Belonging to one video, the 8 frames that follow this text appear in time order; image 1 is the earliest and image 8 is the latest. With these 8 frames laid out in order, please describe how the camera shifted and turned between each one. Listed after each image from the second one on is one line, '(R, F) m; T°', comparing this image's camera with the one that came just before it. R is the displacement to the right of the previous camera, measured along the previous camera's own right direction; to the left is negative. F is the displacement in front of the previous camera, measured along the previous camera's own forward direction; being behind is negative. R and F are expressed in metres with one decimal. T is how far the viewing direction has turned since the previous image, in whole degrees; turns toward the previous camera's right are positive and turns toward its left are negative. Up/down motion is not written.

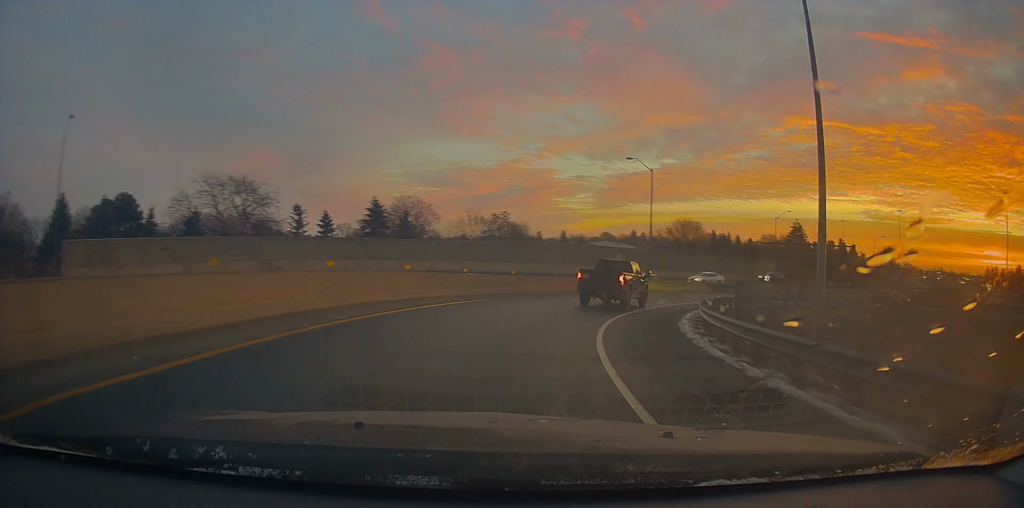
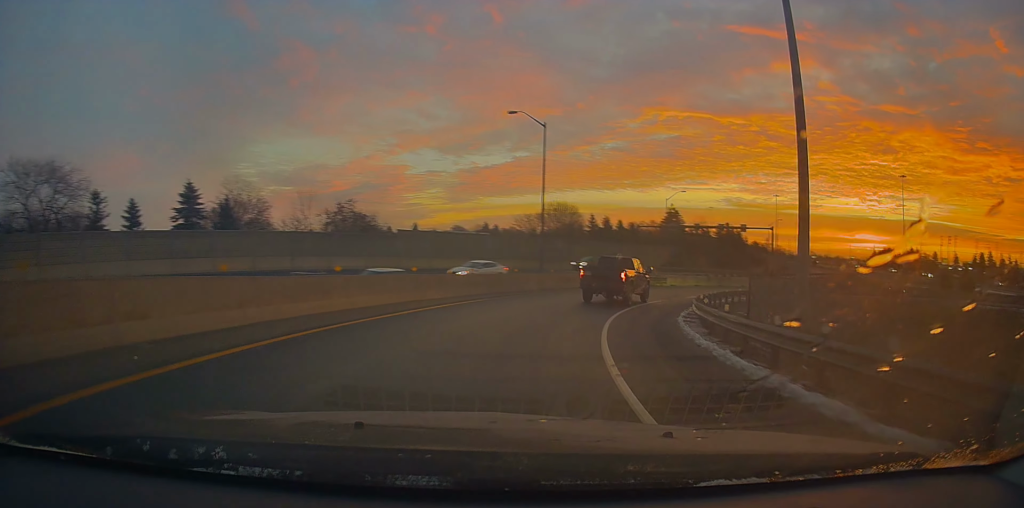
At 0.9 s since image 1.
(+1.5, +13.2) m; +14°
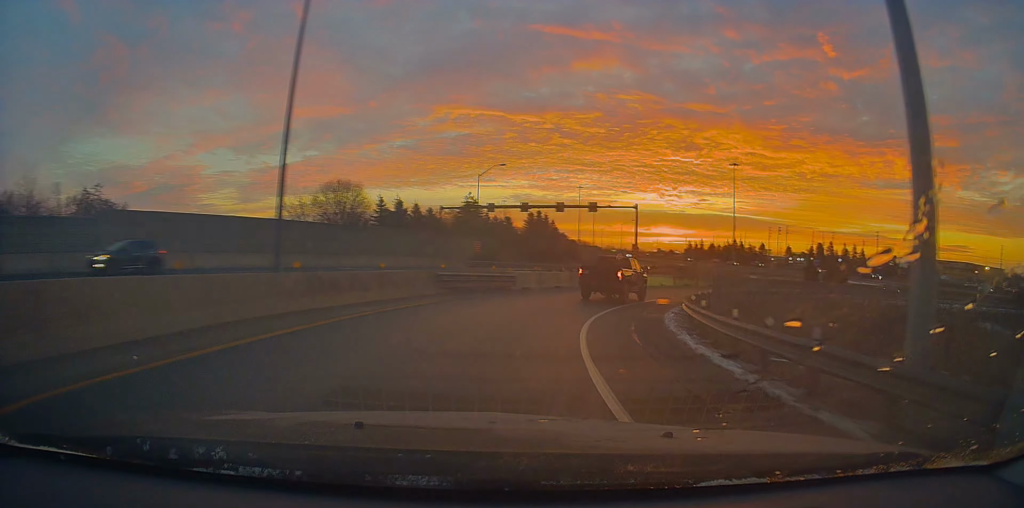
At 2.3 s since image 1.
(+4.2, +18.4) m; +24°
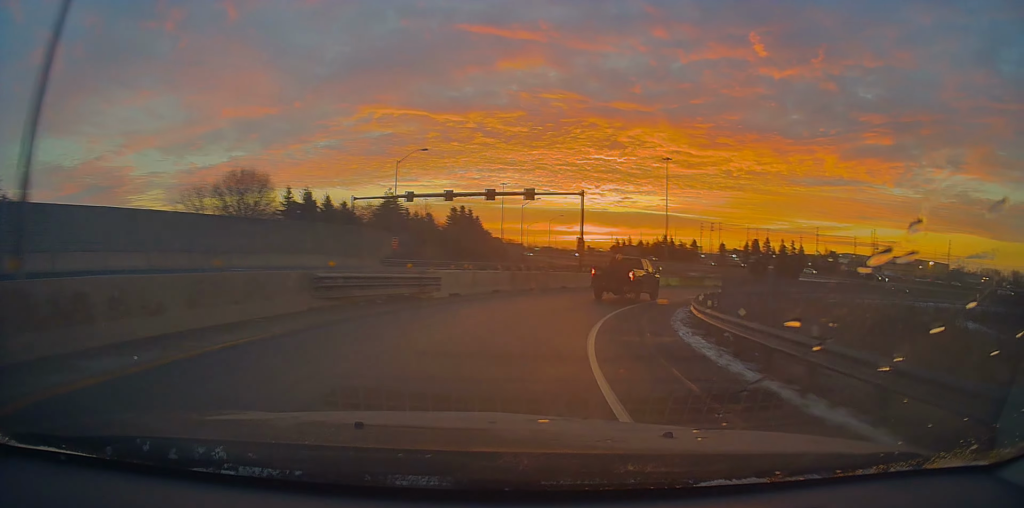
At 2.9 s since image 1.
(+0.5, +7.9) m; +10°
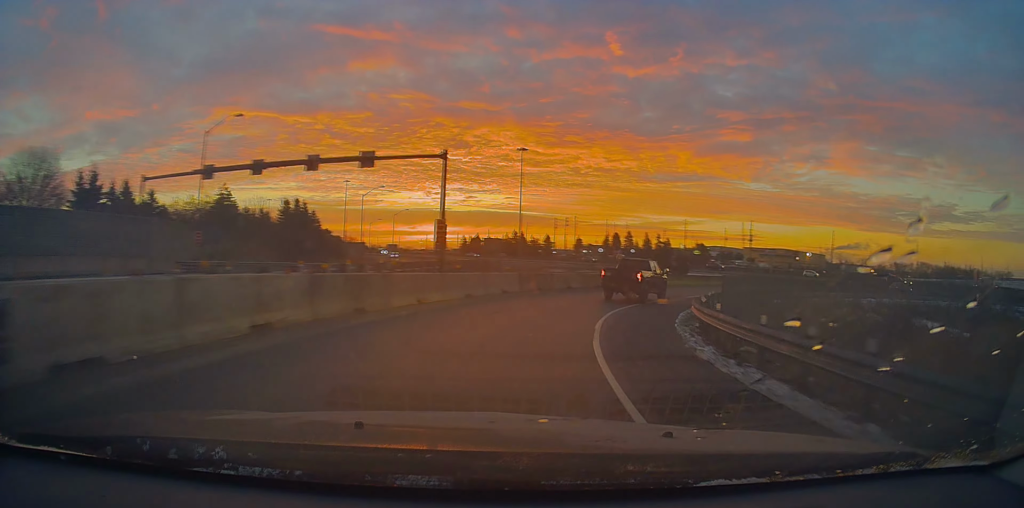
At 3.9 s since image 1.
(+1.7, +13.7) m; +12°
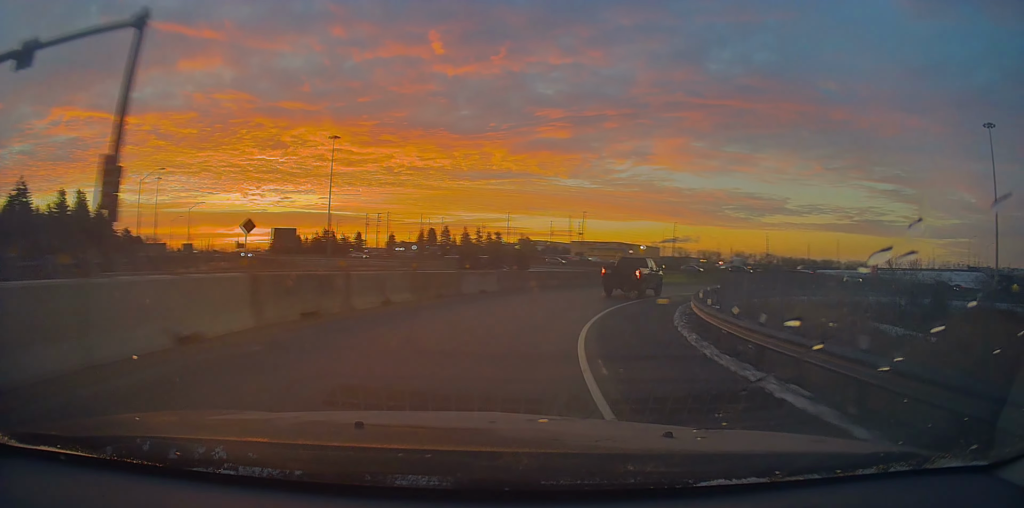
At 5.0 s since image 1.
(+1.9, +16.0) m; +17°
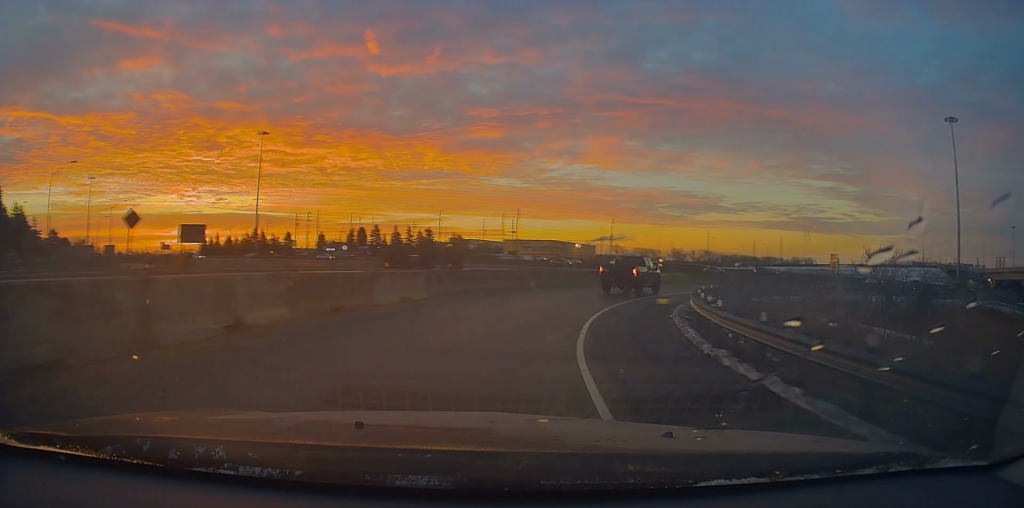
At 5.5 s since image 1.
(+0.8, +6.2) m; +8°
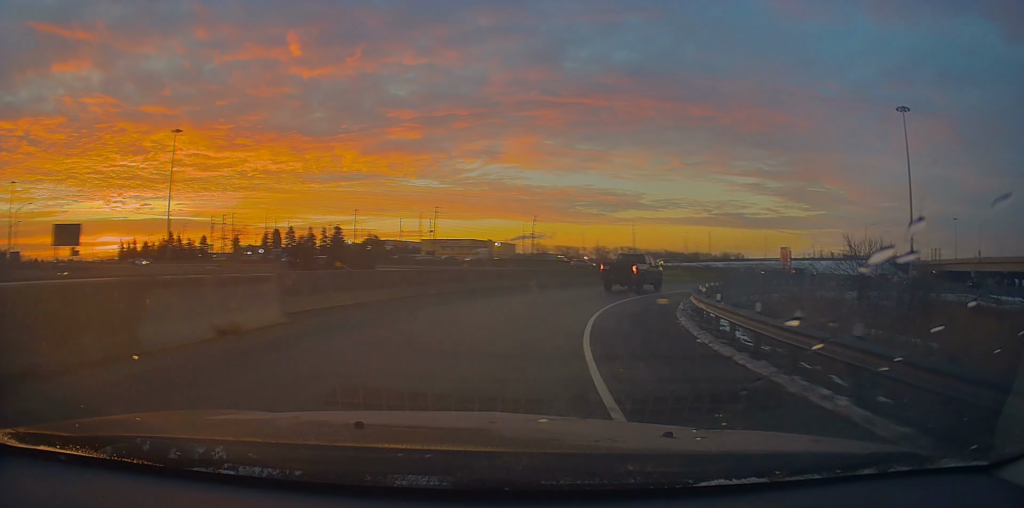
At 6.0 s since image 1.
(+0.3, +7.7) m; +10°
